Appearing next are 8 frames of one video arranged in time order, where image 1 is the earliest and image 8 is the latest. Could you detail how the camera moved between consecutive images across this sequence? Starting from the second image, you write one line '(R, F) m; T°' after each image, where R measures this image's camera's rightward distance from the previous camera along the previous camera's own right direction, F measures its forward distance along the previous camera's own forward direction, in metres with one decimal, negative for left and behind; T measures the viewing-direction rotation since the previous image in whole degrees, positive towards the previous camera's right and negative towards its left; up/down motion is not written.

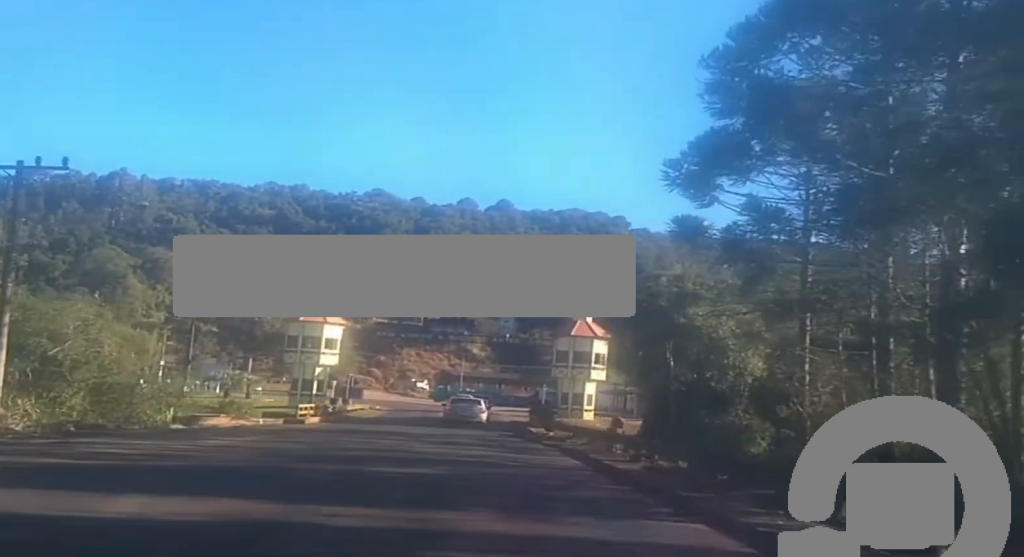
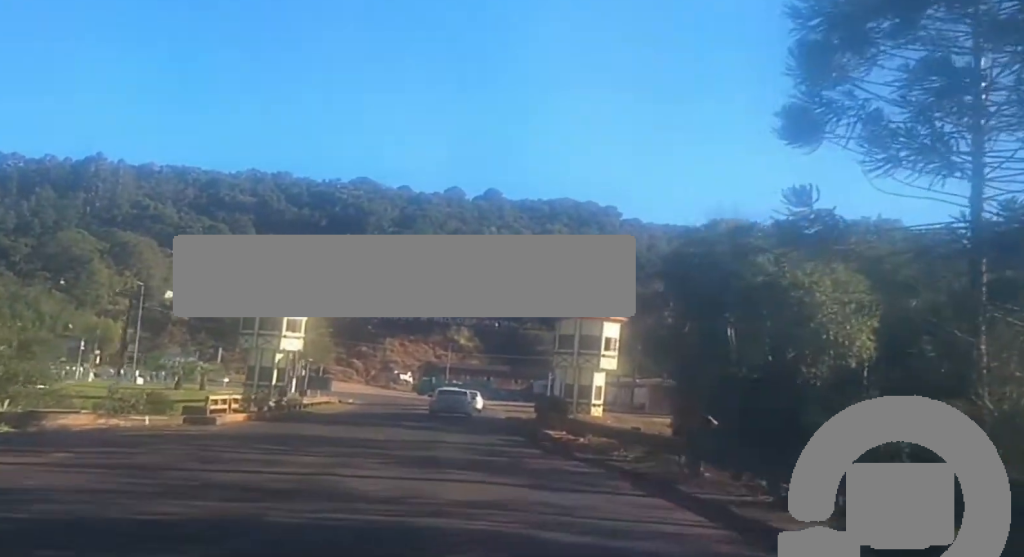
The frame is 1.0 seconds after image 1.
(0.0, +13.2) m; -1°
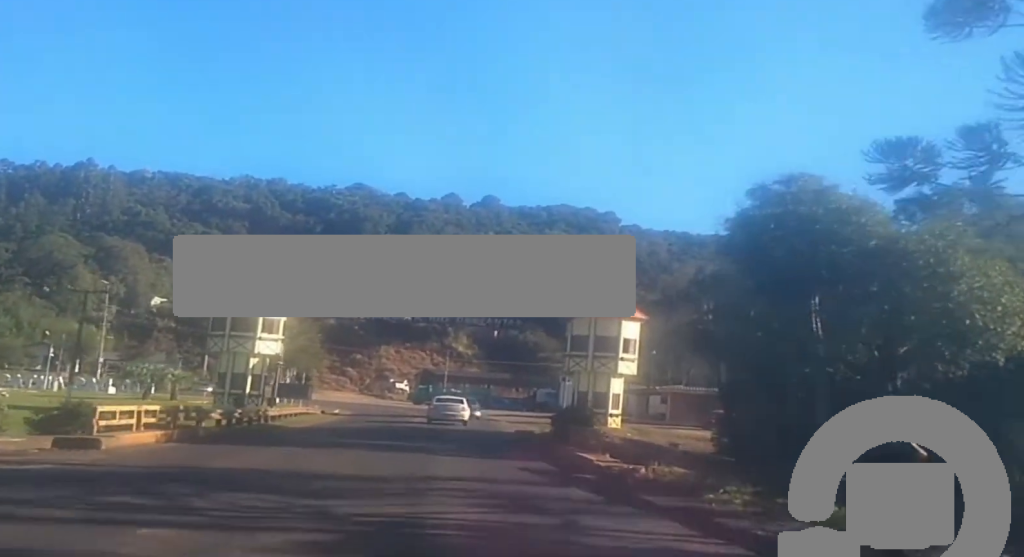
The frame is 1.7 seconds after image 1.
(-0.1, +7.9) m; -1°
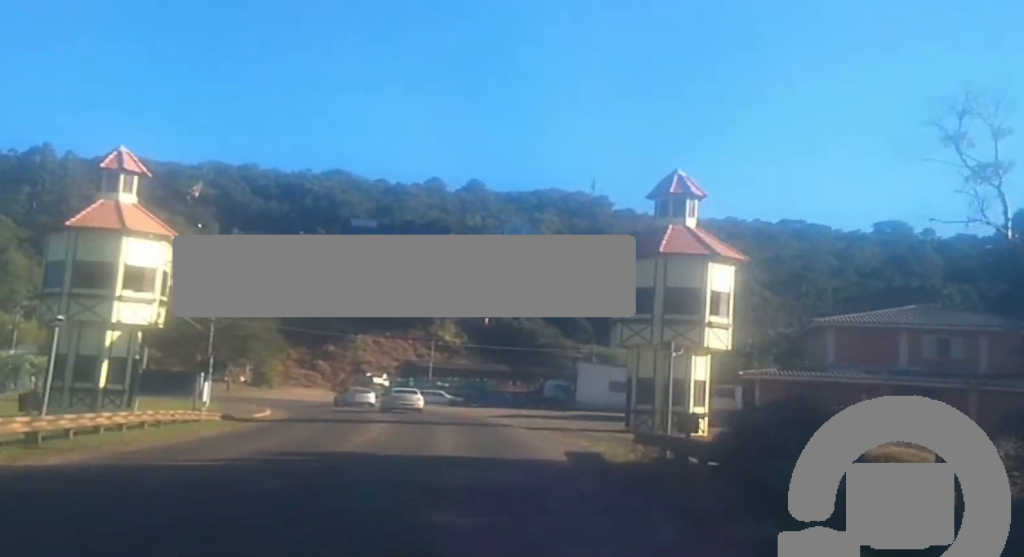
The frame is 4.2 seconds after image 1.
(-0.2, +23.6) m; 0°
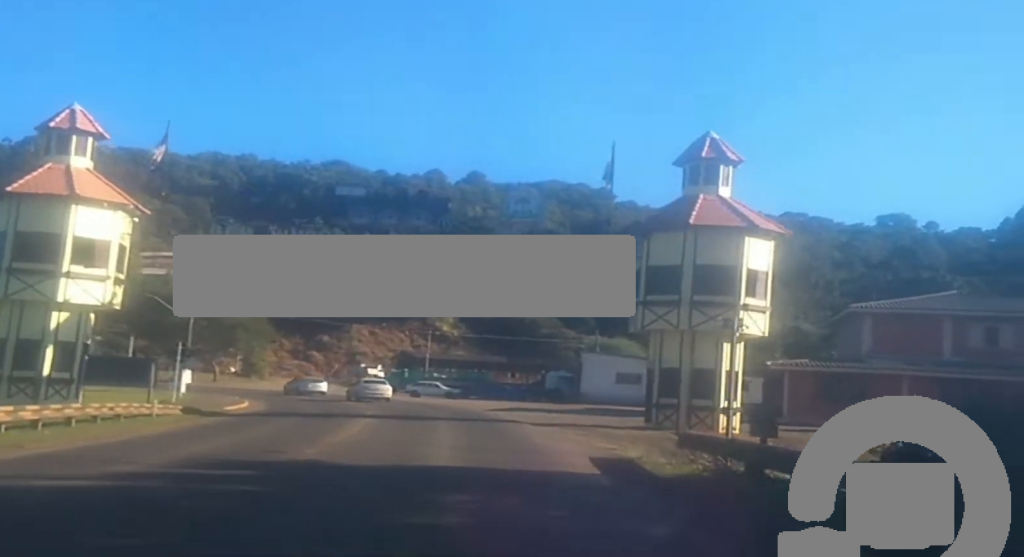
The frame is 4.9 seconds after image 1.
(0.0, +4.9) m; +2°
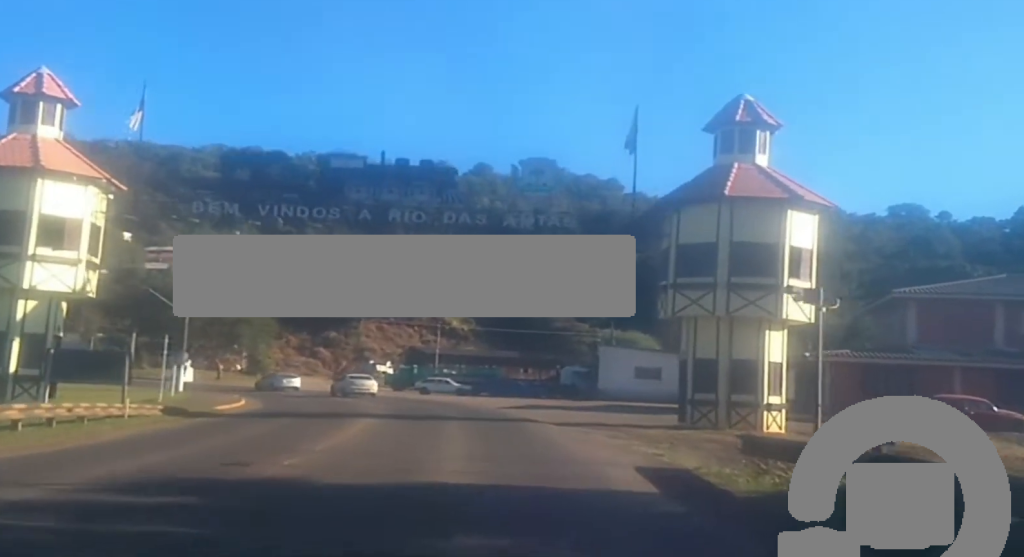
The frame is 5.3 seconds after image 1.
(0.0, +3.3) m; +1°
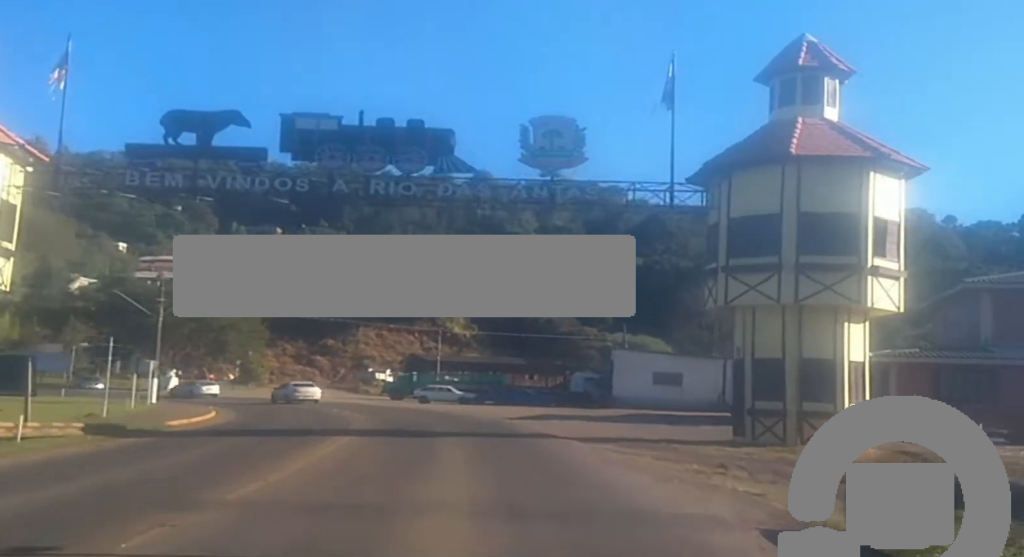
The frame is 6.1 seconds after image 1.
(+0.2, +6.0) m; +2°
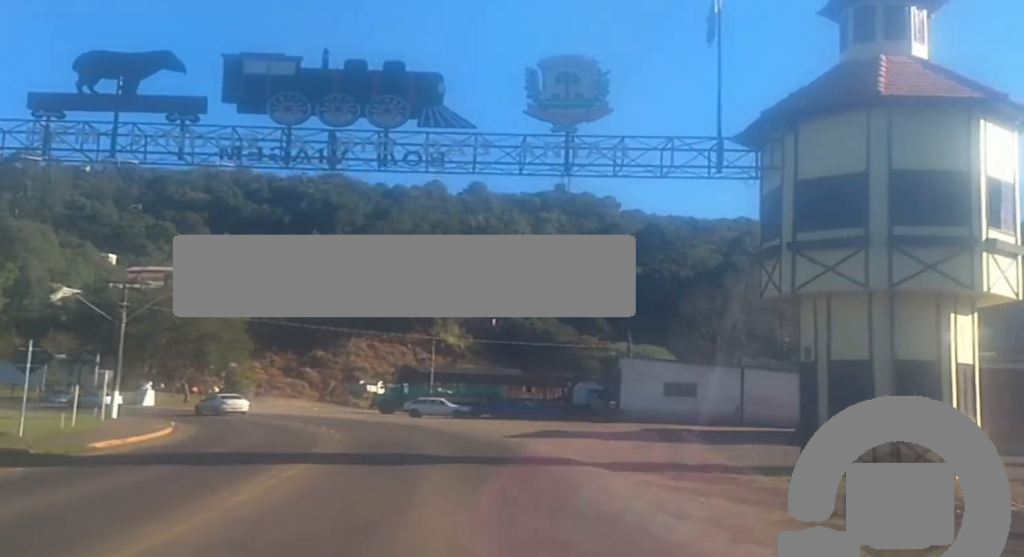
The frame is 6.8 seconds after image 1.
(0.0, +5.3) m; -1°
